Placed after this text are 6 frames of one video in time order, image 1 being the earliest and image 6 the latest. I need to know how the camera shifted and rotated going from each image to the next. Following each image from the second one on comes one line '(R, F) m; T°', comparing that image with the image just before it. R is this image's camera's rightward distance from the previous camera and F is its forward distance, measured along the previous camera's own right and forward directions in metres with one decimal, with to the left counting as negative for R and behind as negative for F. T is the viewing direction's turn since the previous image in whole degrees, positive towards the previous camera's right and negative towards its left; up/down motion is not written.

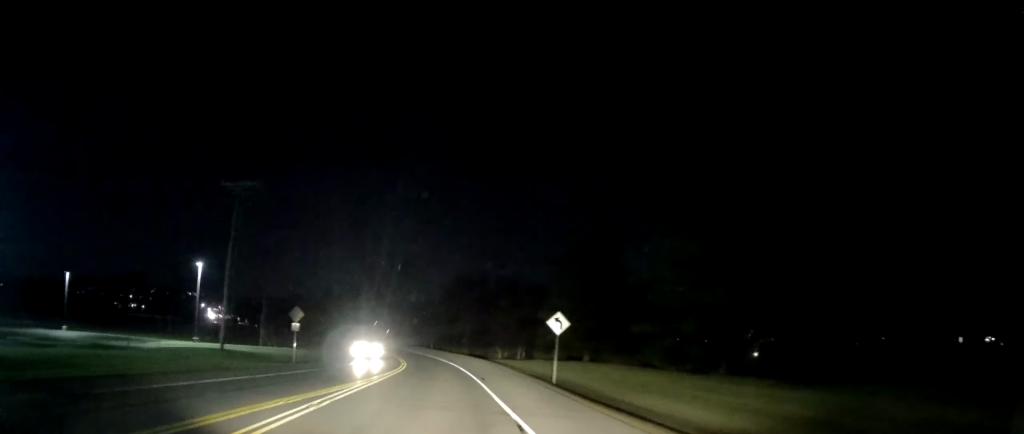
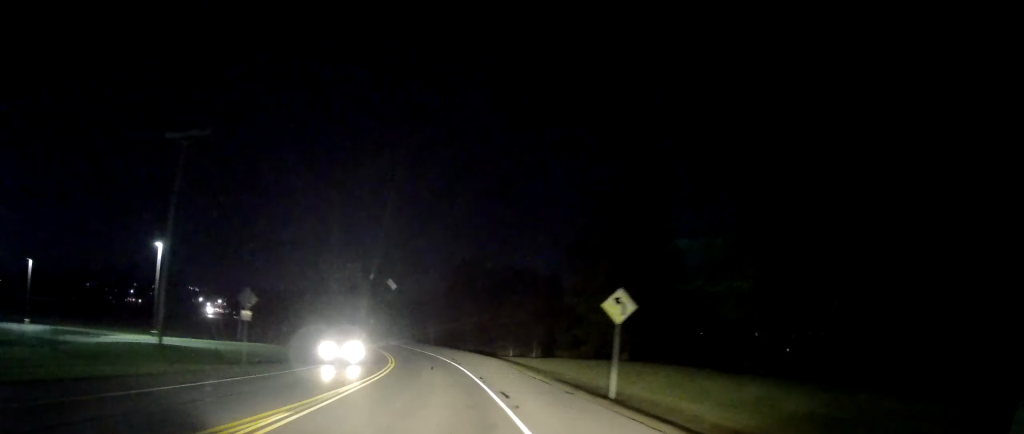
(+0.1, +9.8) m; +1°
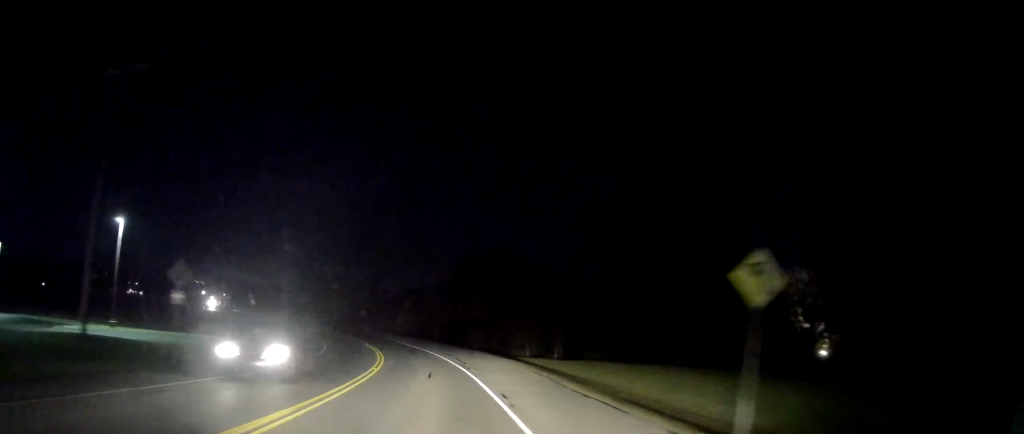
(+0.4, +7.8) m; 0°
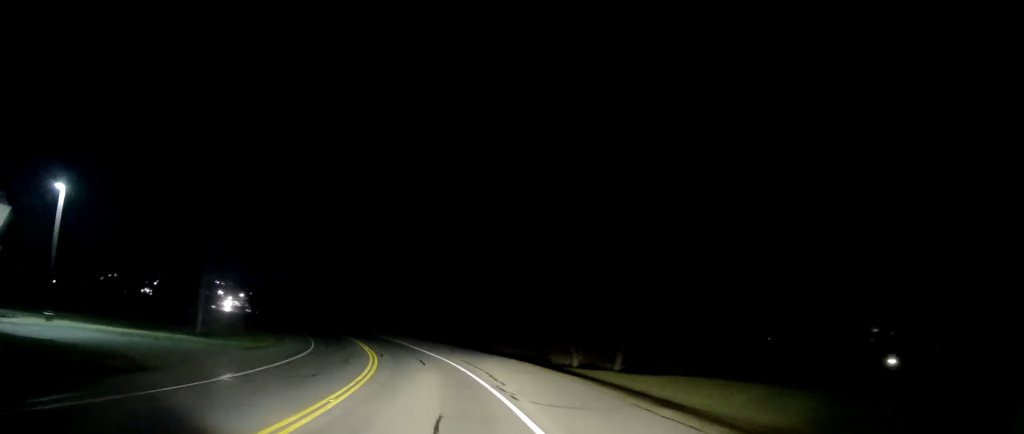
(+0.1, +10.4) m; -2°
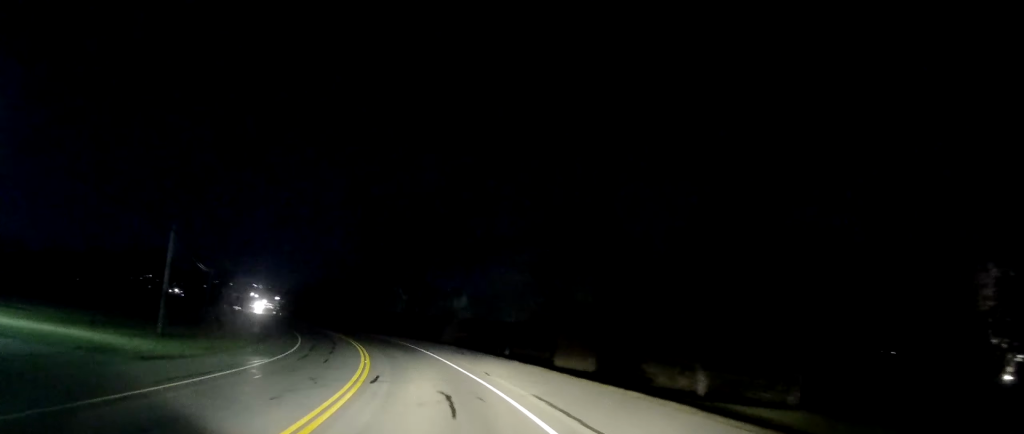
(-0.2, +13.8) m; -6°
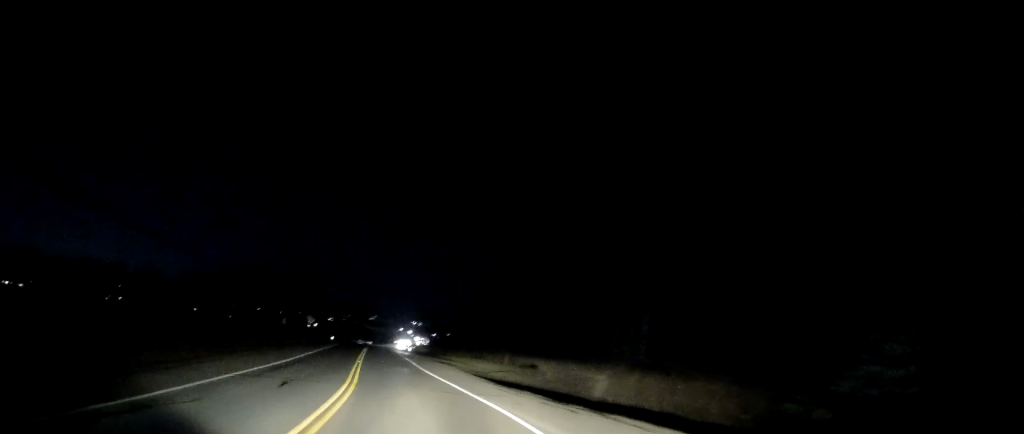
(-3.5, +39.2) m; -9°
